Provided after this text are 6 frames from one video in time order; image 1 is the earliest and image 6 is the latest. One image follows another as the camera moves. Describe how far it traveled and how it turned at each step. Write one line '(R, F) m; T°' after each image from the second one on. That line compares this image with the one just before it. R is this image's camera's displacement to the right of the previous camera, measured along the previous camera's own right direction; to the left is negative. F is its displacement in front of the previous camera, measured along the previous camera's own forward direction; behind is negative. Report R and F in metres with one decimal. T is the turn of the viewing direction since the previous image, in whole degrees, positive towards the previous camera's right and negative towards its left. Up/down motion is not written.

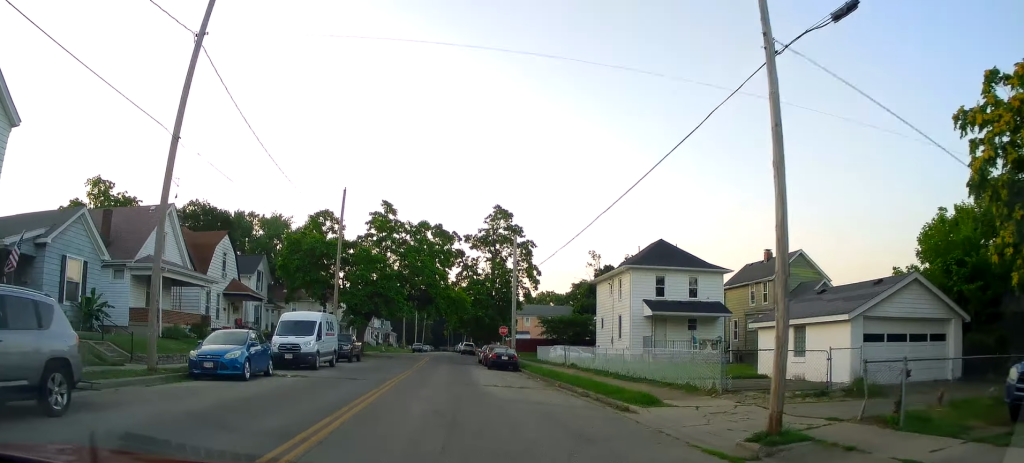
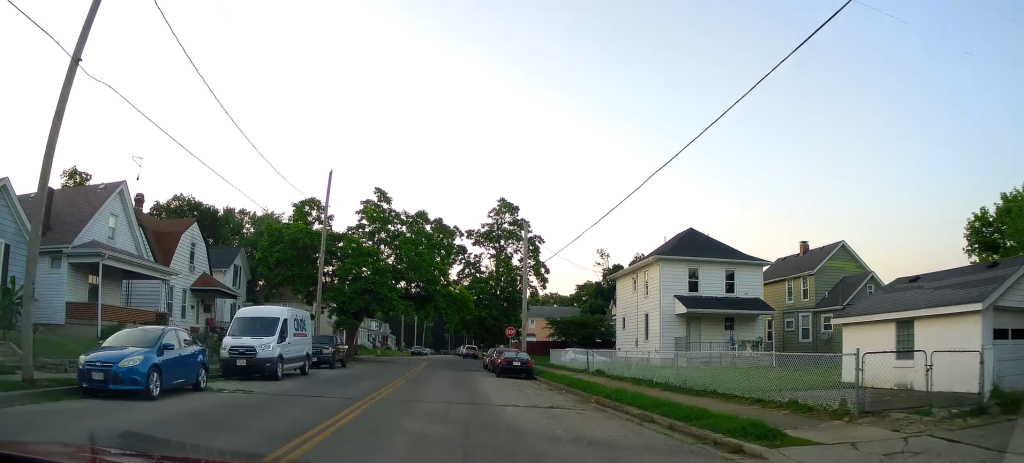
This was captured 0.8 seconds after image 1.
(+0.2, +5.5) m; +2°
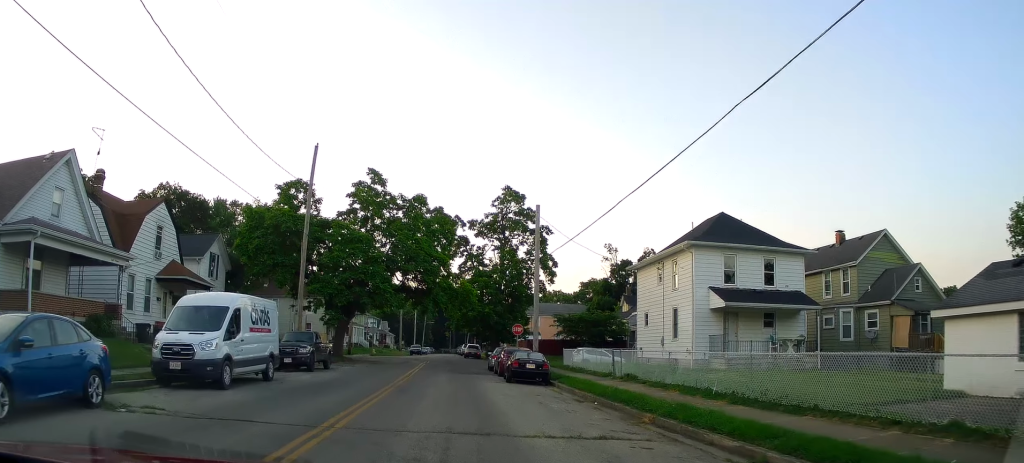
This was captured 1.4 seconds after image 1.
(0.0, +4.6) m; 0°
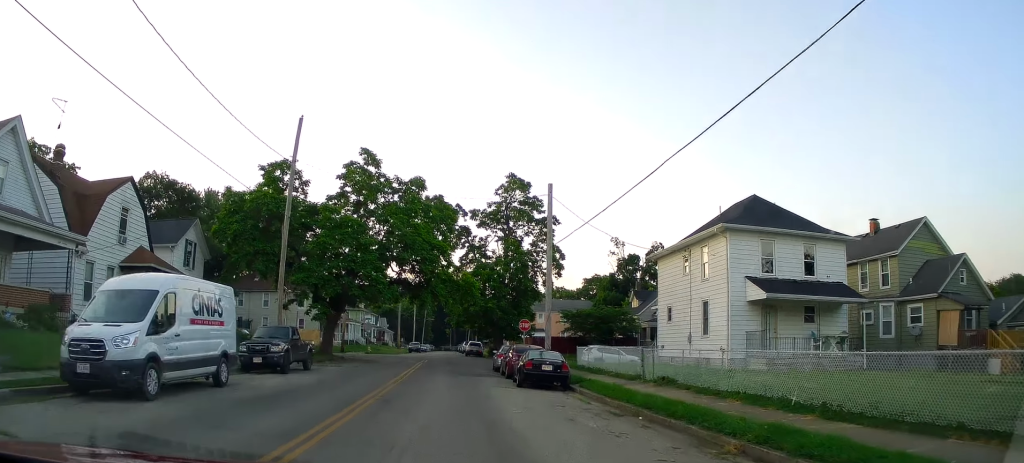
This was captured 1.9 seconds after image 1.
(0.0, +3.9) m; 0°
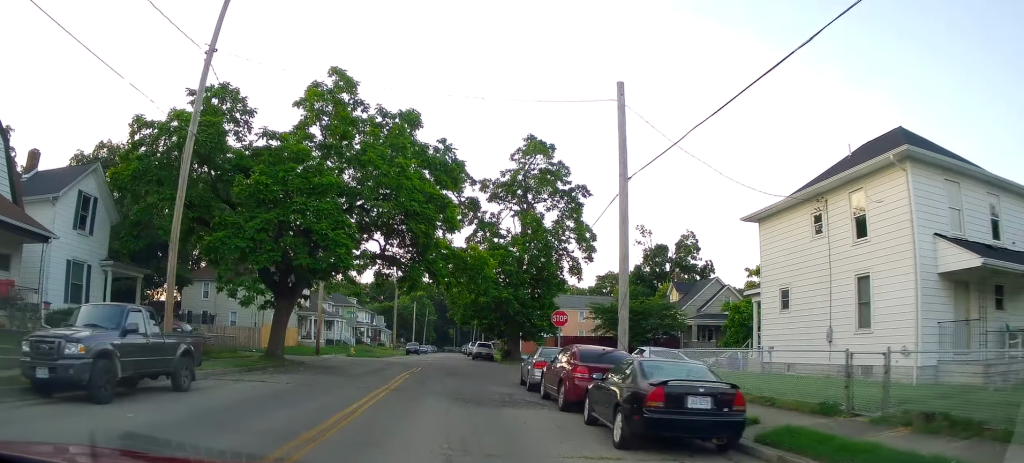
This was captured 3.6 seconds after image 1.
(0.0, +12.2) m; 0°
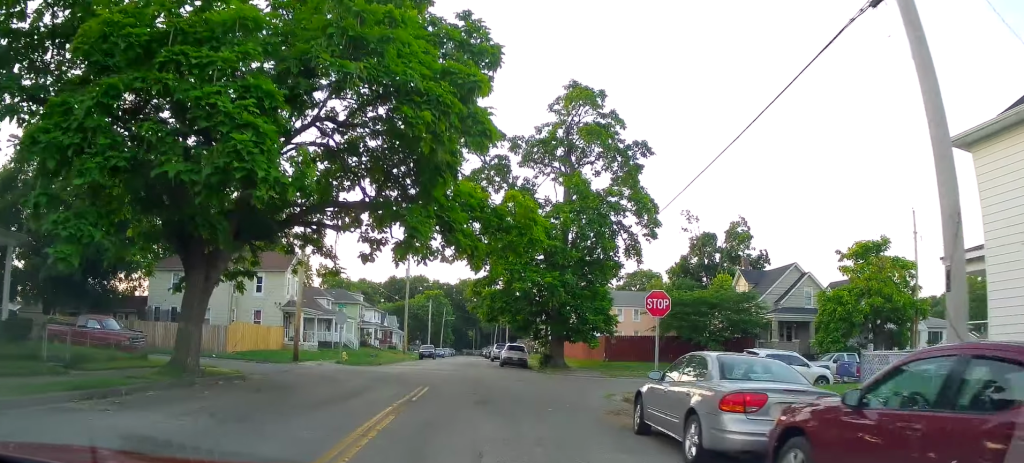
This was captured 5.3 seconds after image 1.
(0.0, +11.4) m; 0°
